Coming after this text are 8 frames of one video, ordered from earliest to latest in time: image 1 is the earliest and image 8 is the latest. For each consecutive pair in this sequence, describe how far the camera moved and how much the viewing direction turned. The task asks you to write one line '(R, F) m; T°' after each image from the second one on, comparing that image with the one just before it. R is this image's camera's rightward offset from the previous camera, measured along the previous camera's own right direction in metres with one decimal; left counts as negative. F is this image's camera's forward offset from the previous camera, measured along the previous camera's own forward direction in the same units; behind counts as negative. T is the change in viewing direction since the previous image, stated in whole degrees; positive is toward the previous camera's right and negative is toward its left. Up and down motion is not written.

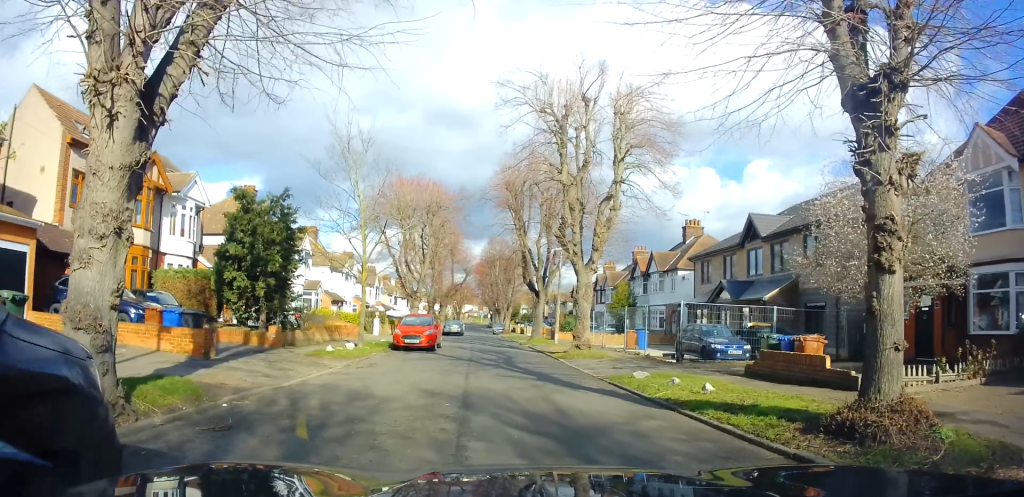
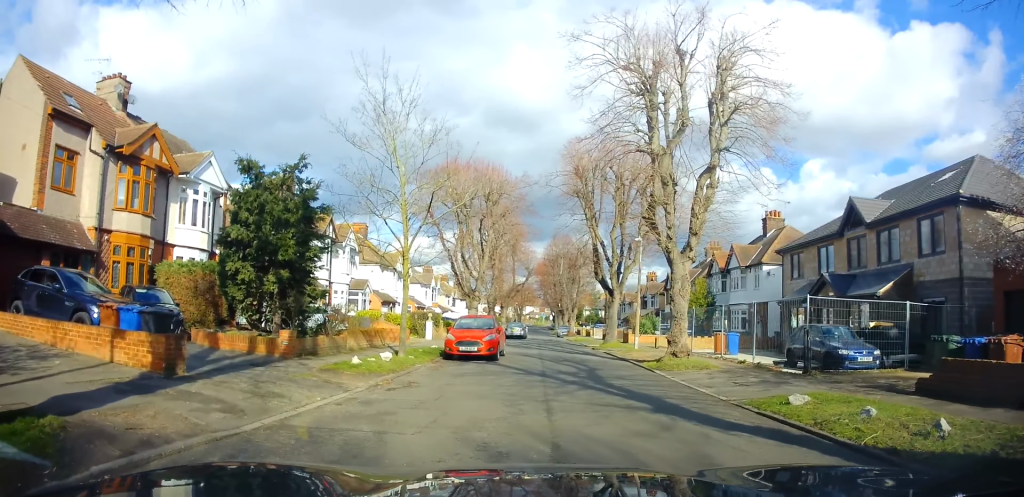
(0.0, +4.3) m; -5°
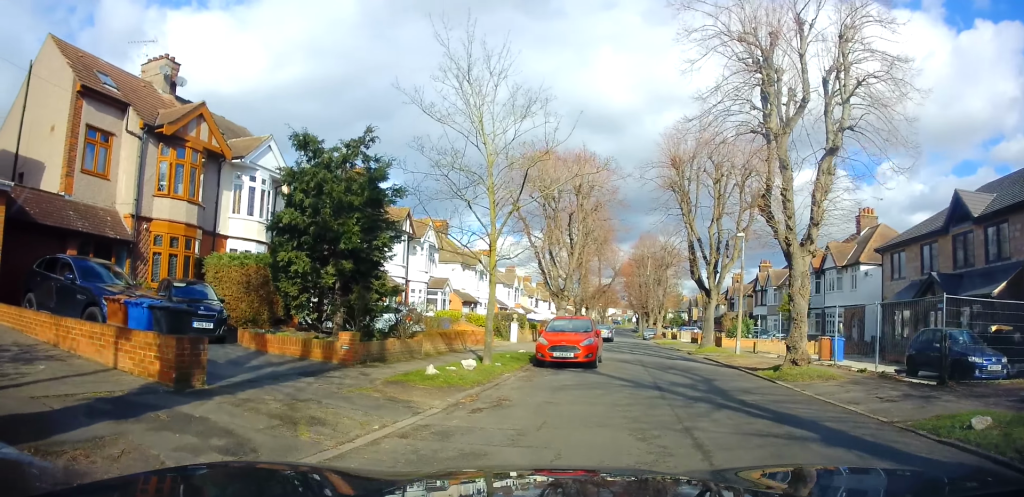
(-0.2, +2.4) m; -5°
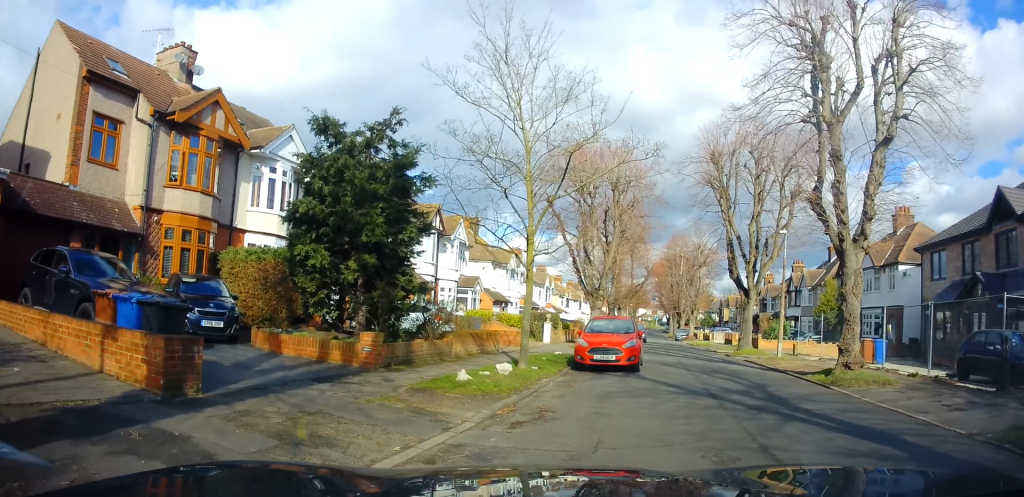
(0.0, +1.3) m; 0°
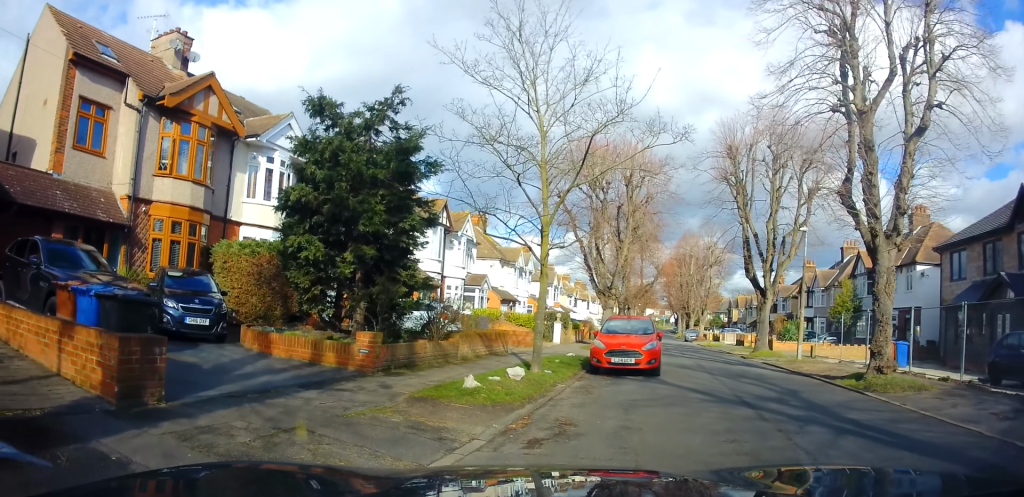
(0.0, +1.2) m; 0°
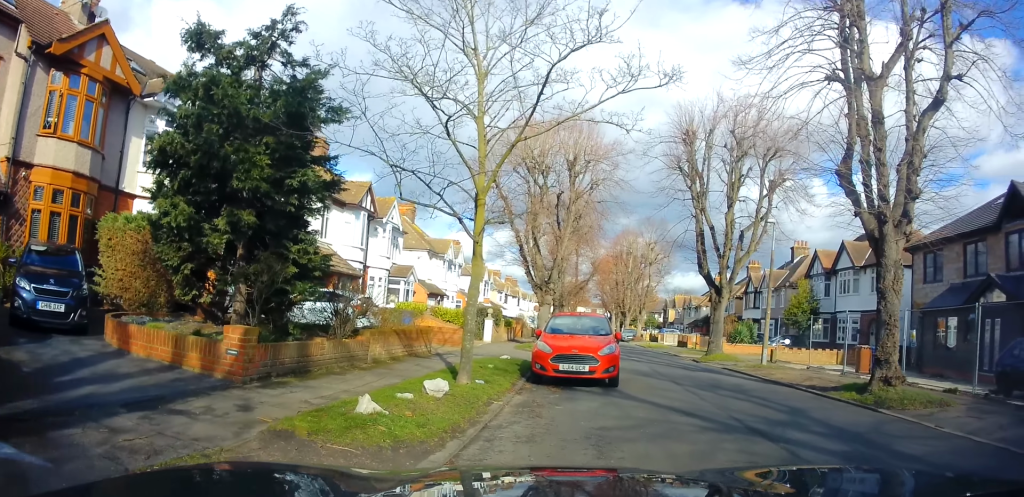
(0.0, +2.8) m; 0°
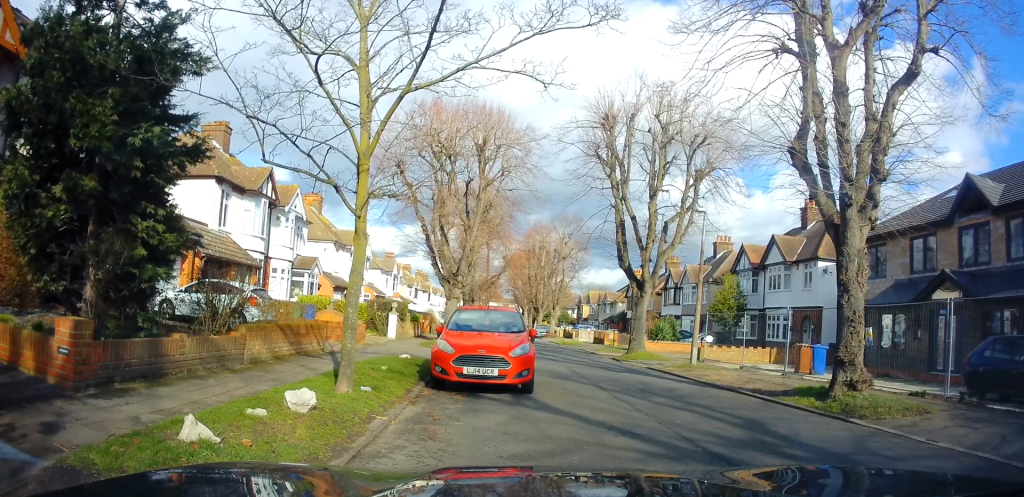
(+0.6, +1.3) m; 0°
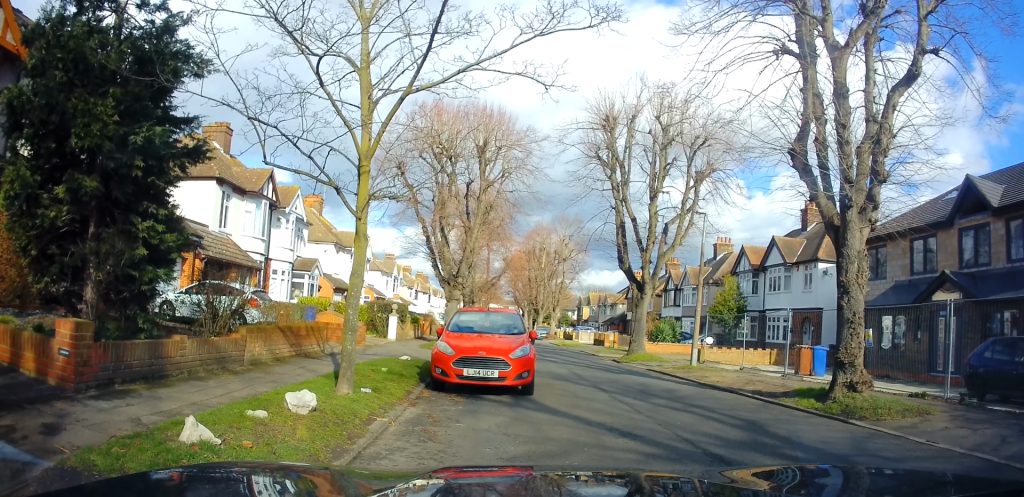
(-0.1, +0.5) m; 0°
